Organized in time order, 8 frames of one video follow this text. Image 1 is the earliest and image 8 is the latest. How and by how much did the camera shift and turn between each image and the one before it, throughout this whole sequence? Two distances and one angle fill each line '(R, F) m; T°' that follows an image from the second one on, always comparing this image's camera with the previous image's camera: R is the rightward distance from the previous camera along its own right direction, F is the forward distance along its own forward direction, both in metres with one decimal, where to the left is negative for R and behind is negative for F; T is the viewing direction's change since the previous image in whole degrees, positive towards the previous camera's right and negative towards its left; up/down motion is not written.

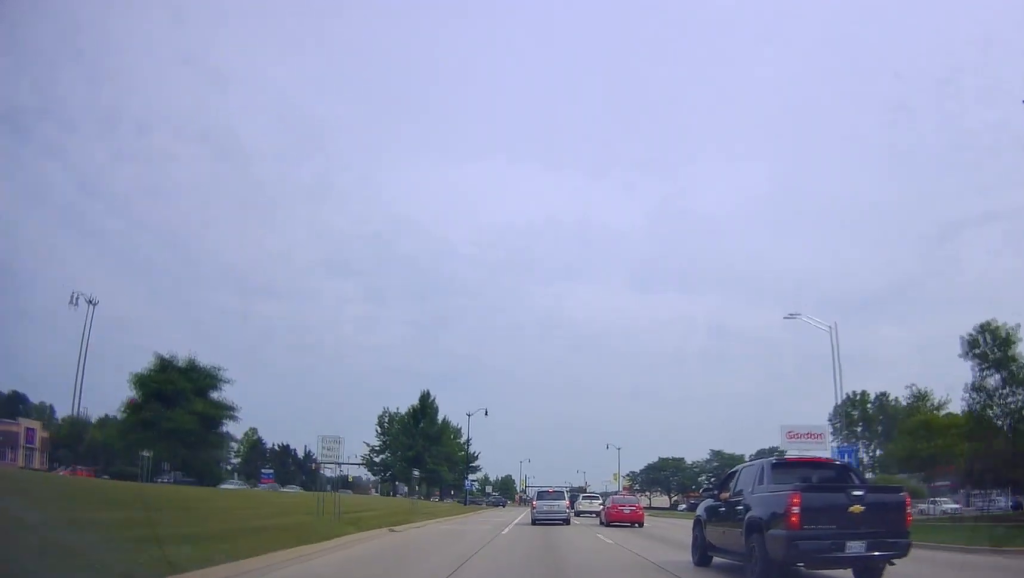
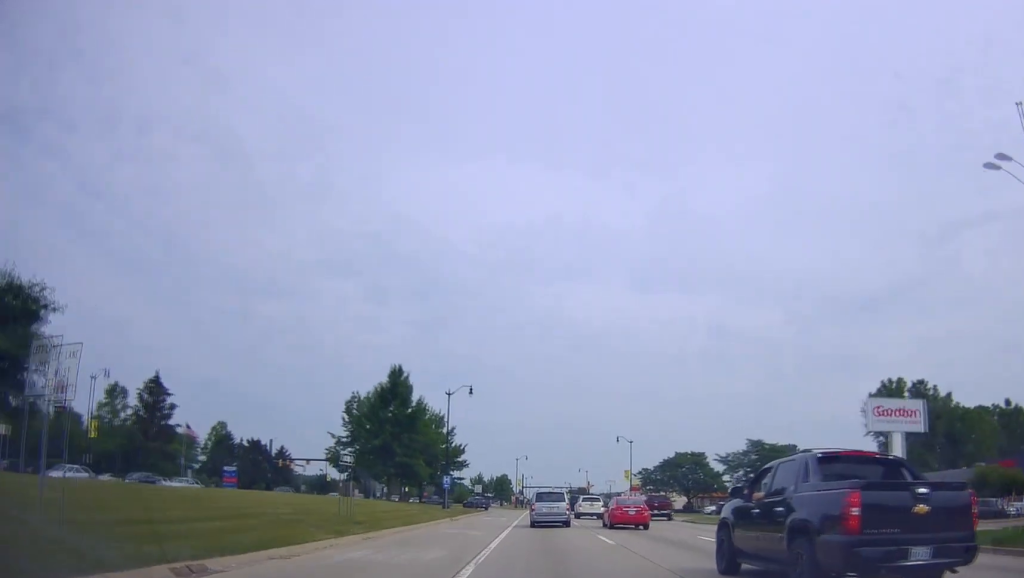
(+0.6, +15.5) m; +2°
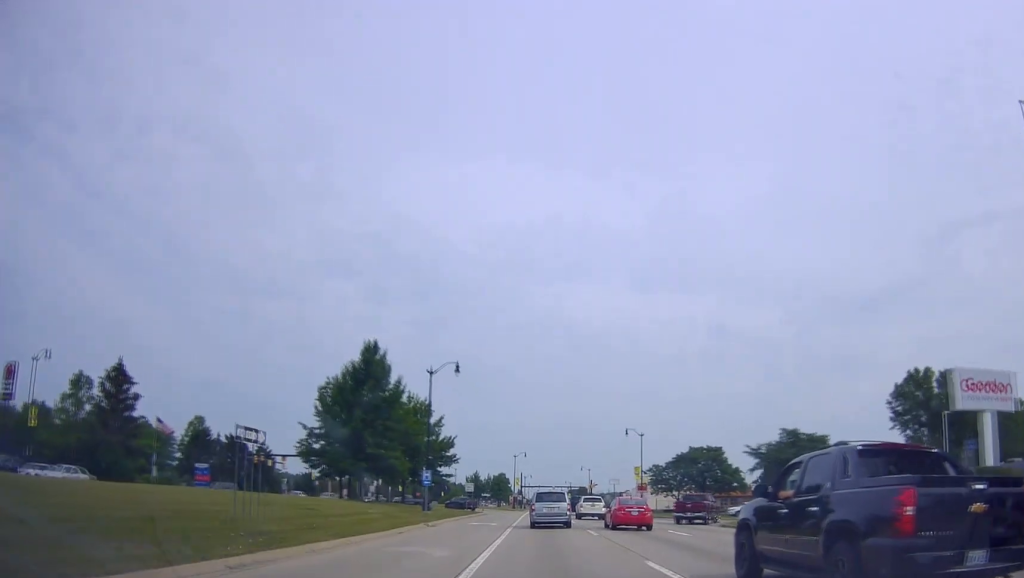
(+0.1, +9.7) m; -1°
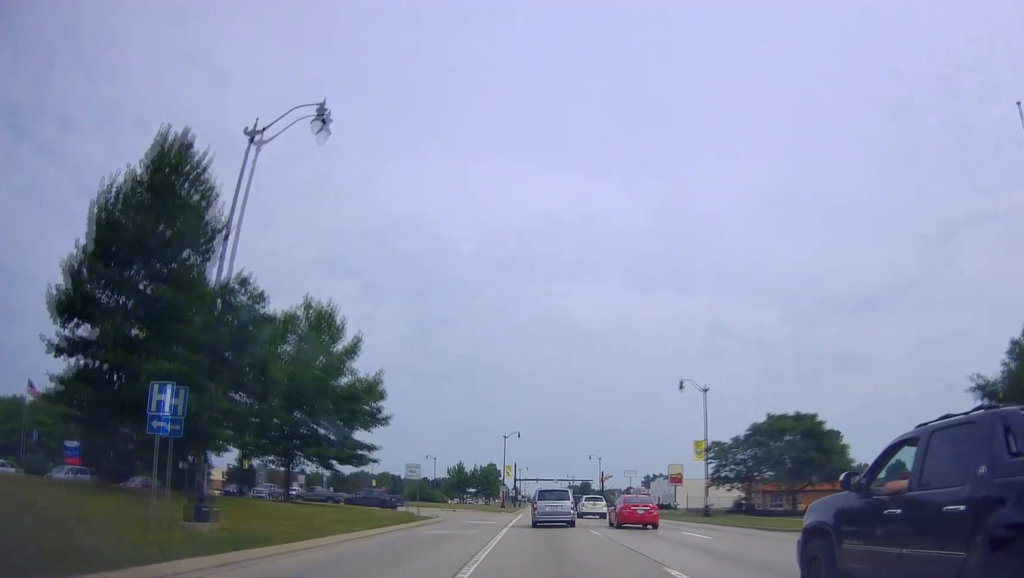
(-1.0, +32.7) m; -1°
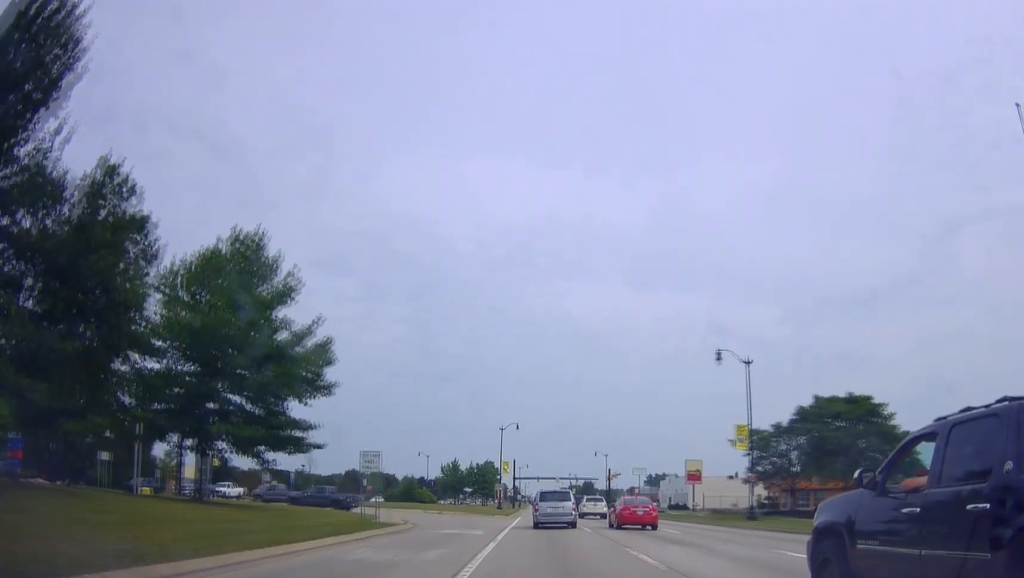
(+0.3, +10.9) m; +2°
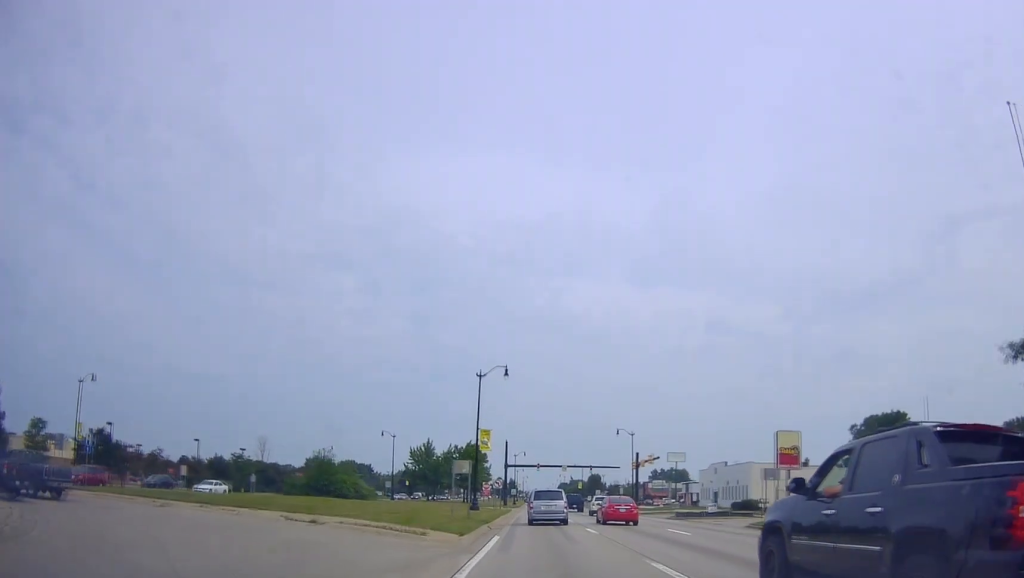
(-0.7, +33.5) m; -1°
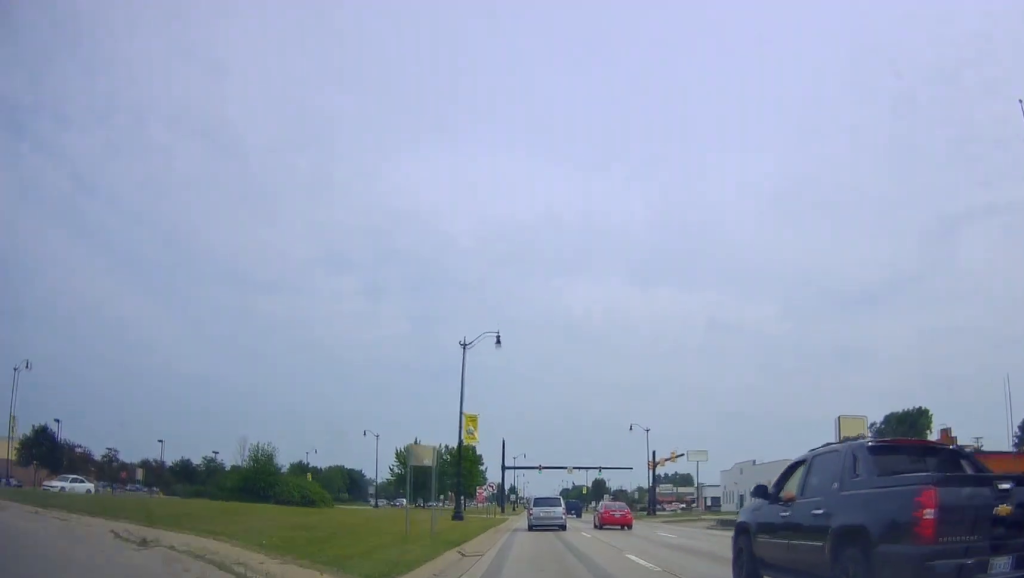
(+0.2, +11.4) m; +1°
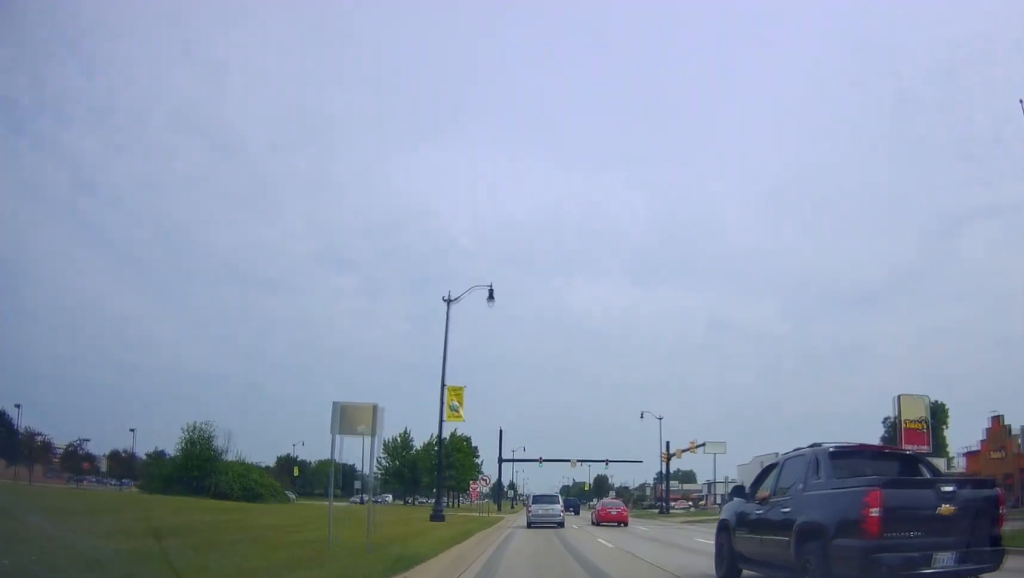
(+0.1, +7.6) m; 0°
